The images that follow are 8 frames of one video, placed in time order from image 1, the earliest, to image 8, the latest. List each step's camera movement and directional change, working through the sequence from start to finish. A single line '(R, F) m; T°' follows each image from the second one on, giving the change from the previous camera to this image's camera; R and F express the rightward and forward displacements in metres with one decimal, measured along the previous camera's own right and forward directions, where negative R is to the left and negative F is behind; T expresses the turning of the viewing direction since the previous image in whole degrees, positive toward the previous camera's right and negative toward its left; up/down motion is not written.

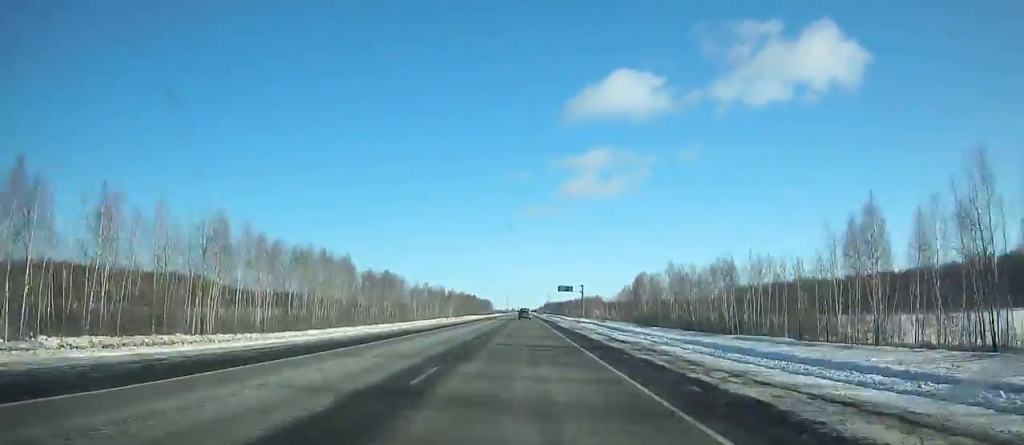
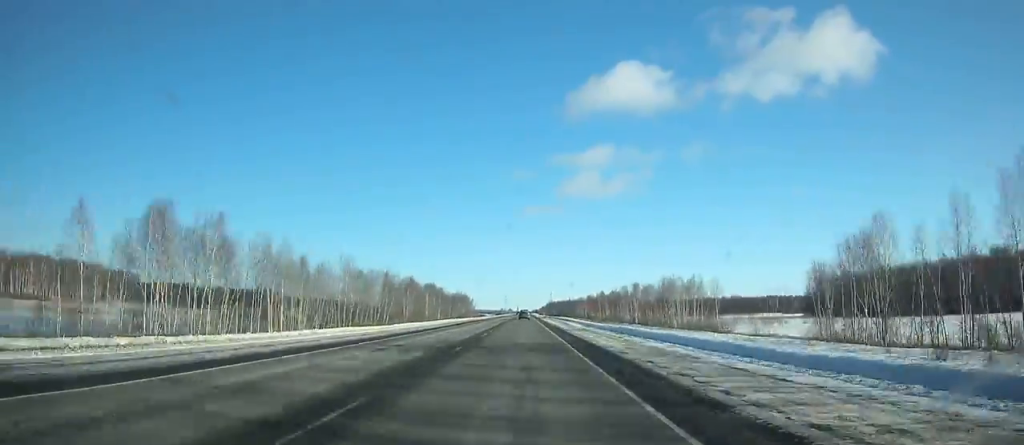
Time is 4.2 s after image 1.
(-0.3, +128.3) m; 0°
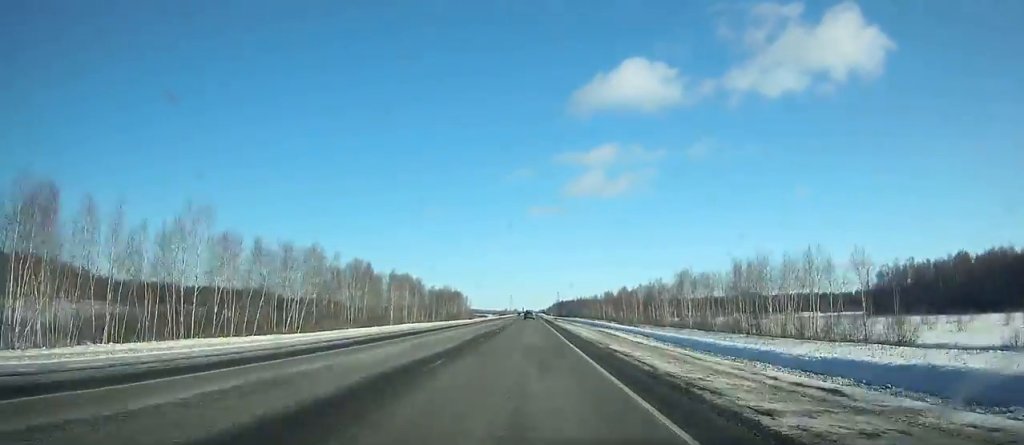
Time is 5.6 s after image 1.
(-0.1, +43.1) m; 0°
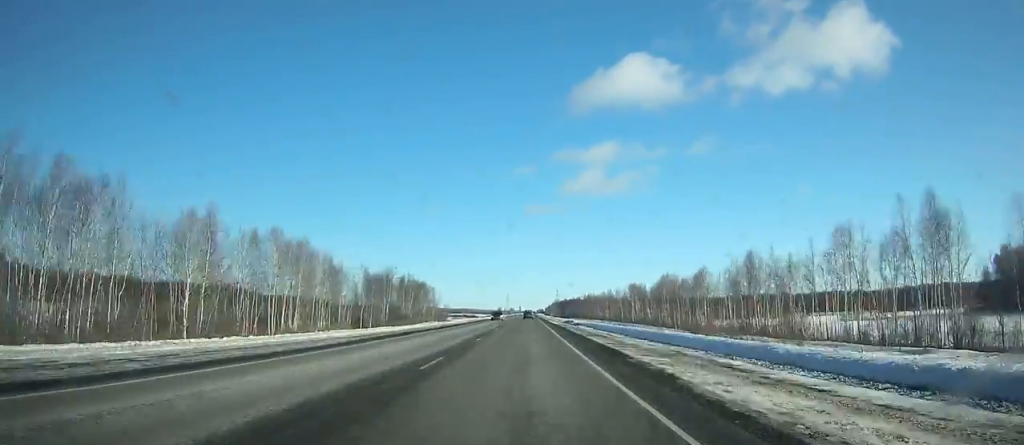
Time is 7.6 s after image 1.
(+0.1, +62.8) m; 0°
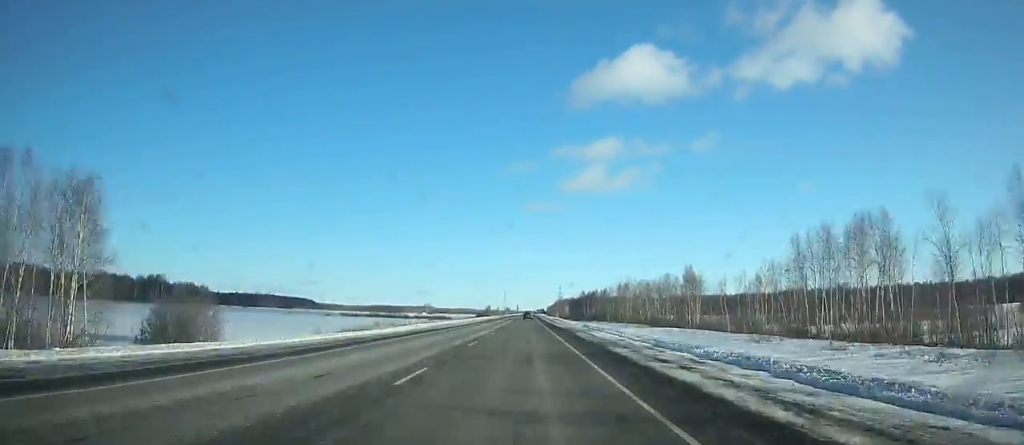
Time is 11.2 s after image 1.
(0.0, +114.1) m; 0°
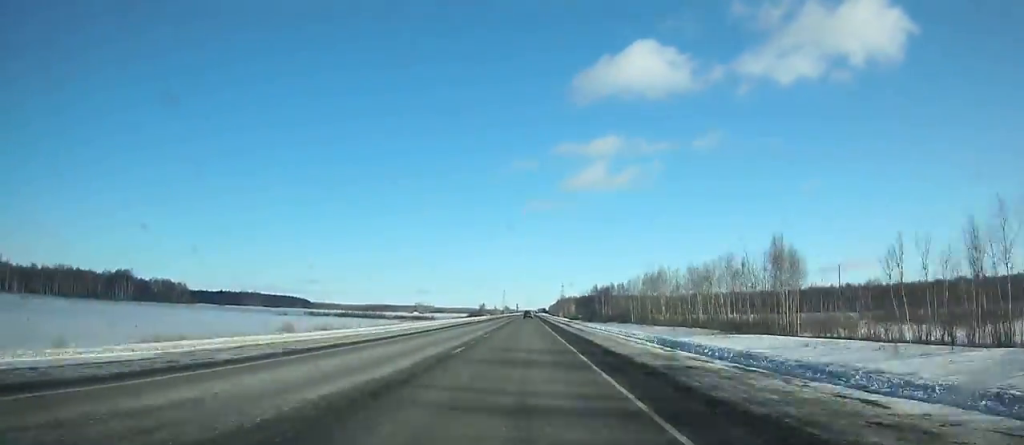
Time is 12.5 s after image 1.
(0.0, +40.5) m; 0°
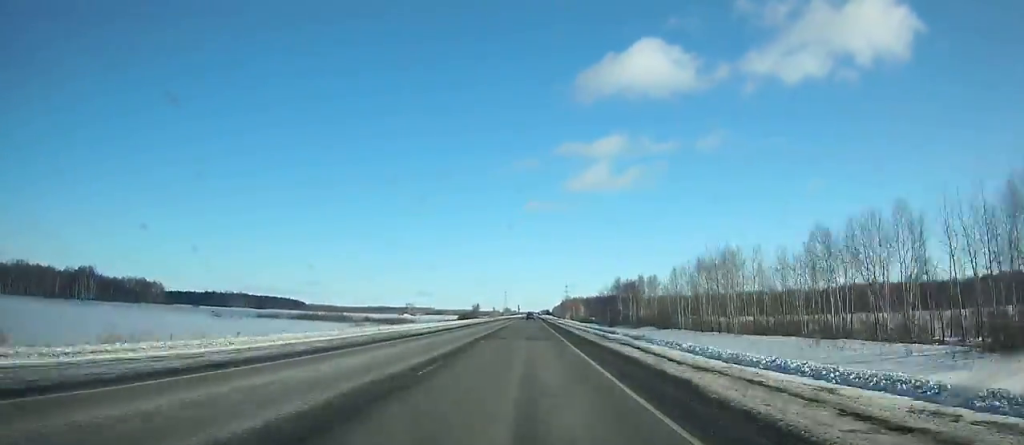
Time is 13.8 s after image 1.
(-0.1, +39.9) m; 0°
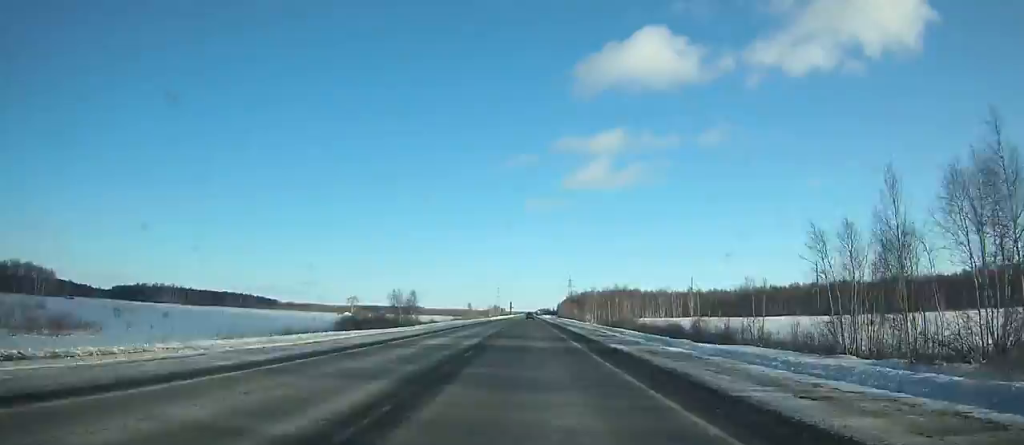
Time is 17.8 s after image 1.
(-0.2, +125.6) m; 0°
